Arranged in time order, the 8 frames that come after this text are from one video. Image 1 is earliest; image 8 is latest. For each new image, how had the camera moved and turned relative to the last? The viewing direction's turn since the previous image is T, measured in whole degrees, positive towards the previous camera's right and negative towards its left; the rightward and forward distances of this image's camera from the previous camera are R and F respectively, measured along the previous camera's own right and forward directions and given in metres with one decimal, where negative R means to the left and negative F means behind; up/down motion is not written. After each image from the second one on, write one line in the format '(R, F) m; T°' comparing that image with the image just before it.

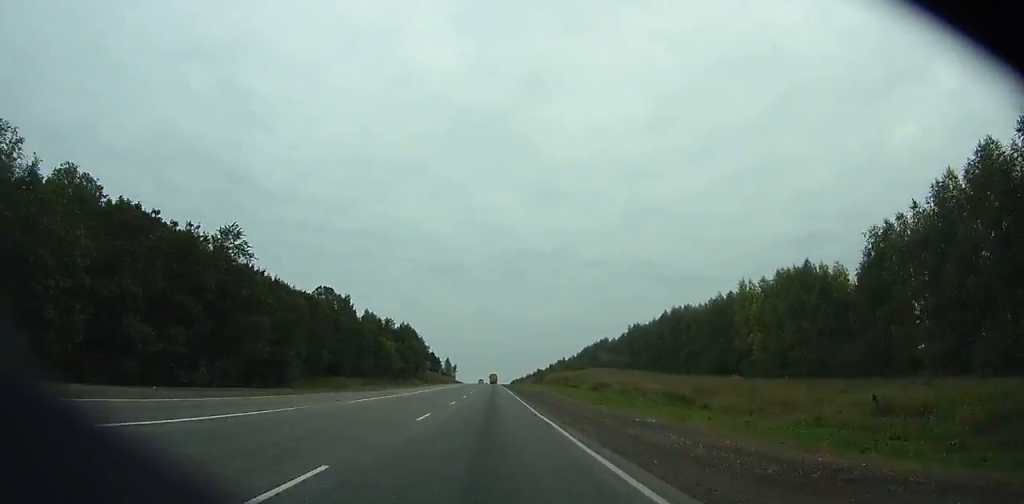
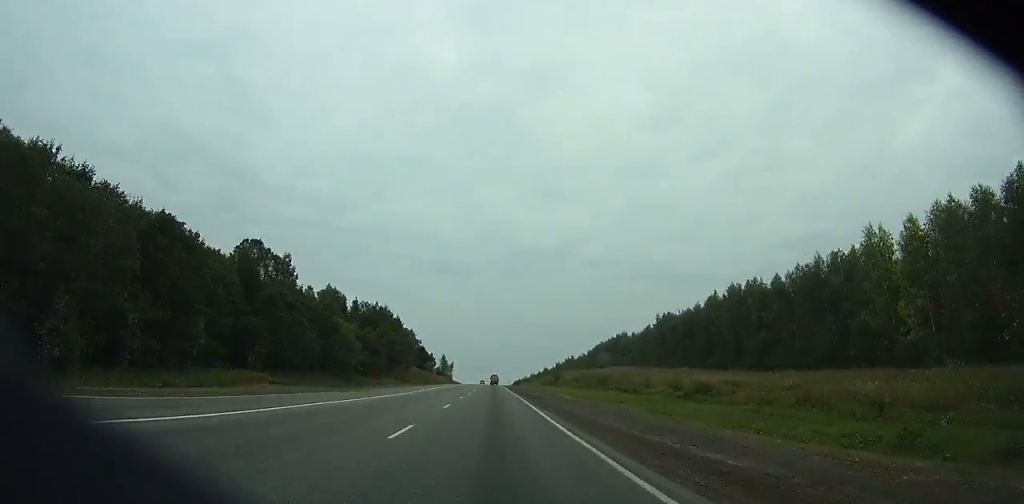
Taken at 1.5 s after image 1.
(+0.1, +40.2) m; 0°
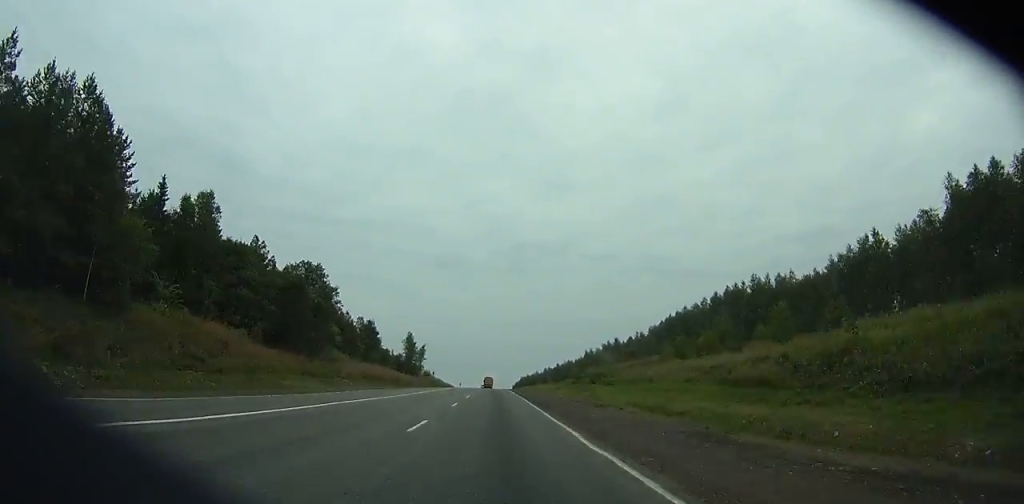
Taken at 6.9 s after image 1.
(-0.6, +141.6) m; 0°
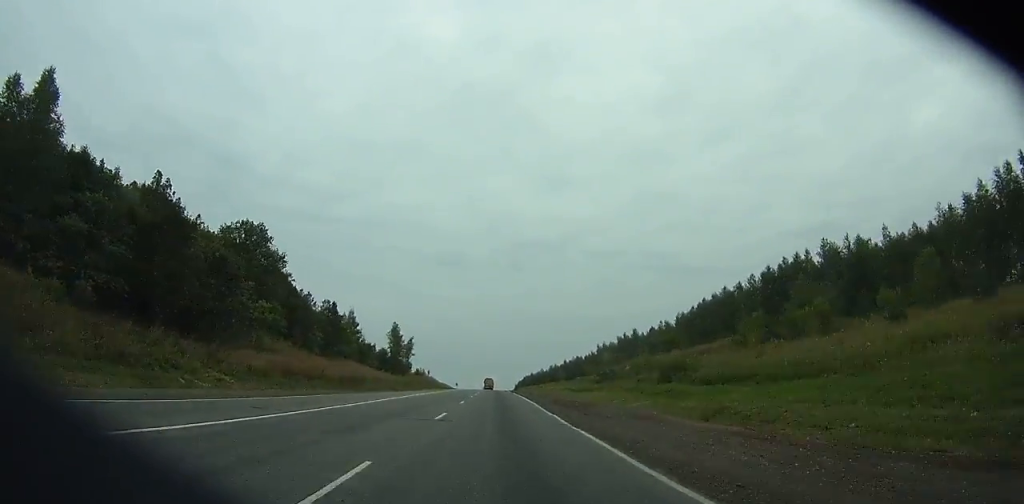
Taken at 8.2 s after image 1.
(+0.1, +33.3) m; 0°
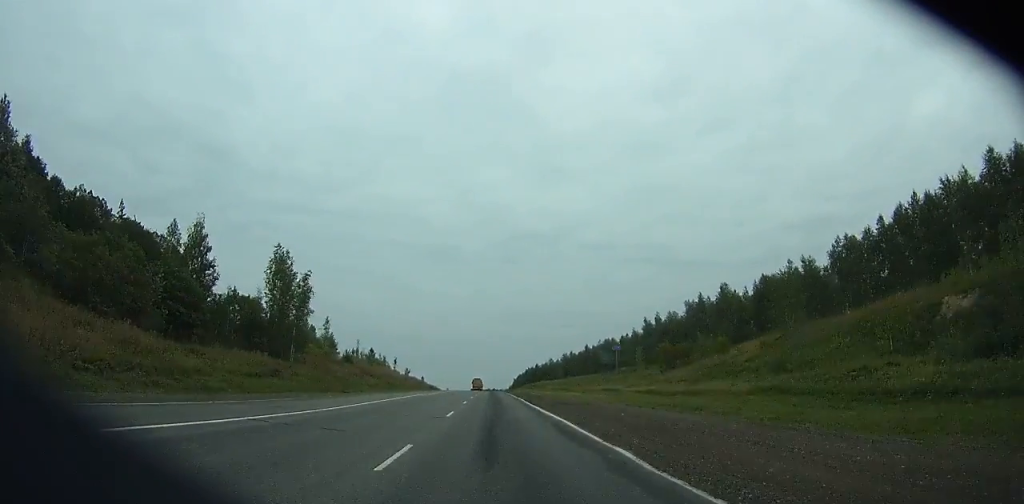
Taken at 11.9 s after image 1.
(+0.1, +94.1) m; 0°
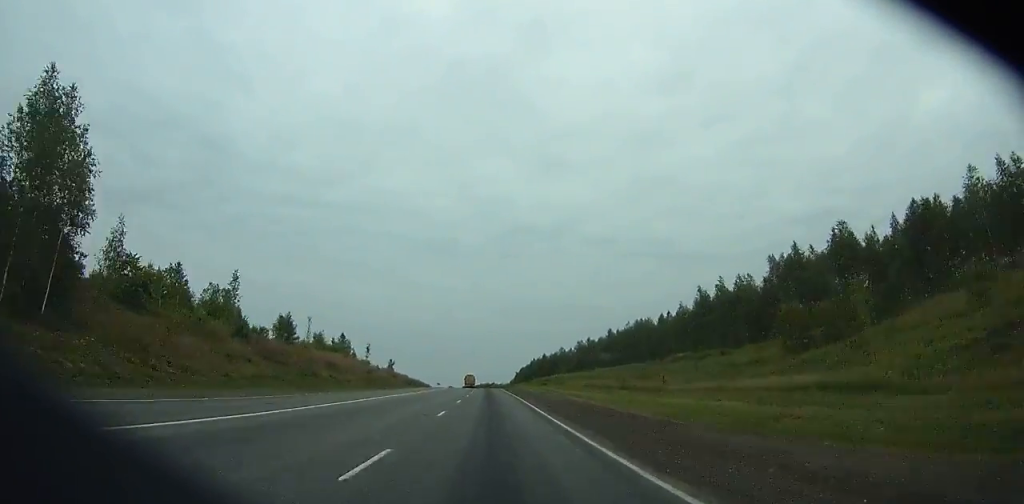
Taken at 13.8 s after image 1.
(0.0, +48.0) m; 0°
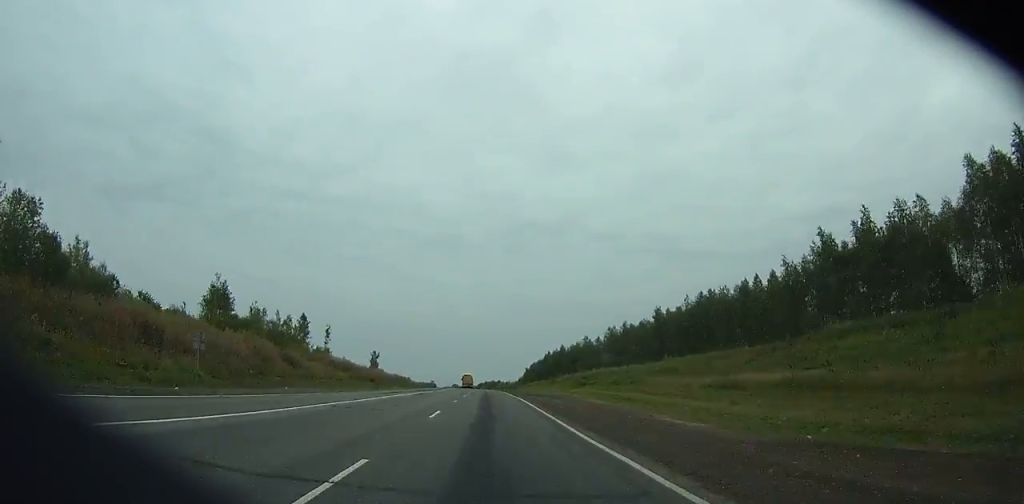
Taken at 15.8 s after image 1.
(+0.1, +50.5) m; 0°
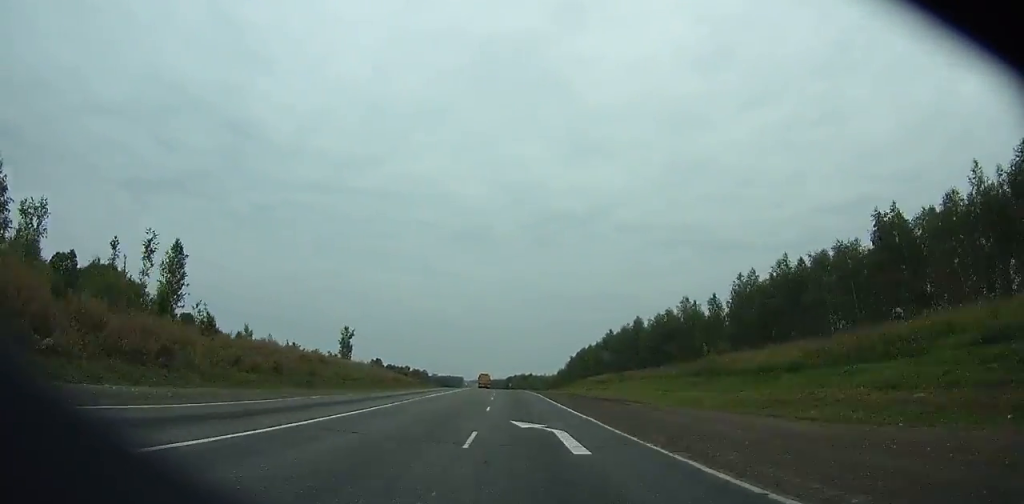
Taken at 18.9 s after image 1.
(-0.7, +78.8) m; -2°
